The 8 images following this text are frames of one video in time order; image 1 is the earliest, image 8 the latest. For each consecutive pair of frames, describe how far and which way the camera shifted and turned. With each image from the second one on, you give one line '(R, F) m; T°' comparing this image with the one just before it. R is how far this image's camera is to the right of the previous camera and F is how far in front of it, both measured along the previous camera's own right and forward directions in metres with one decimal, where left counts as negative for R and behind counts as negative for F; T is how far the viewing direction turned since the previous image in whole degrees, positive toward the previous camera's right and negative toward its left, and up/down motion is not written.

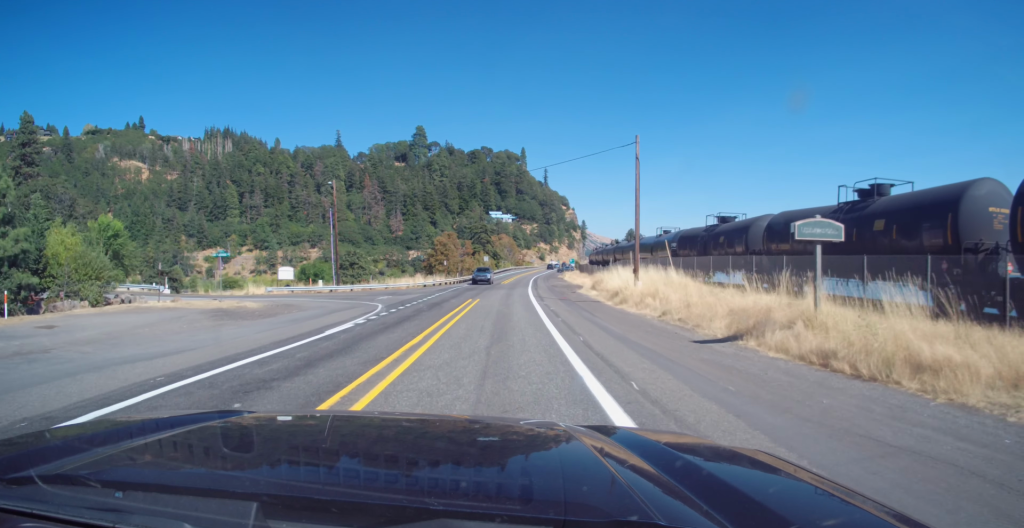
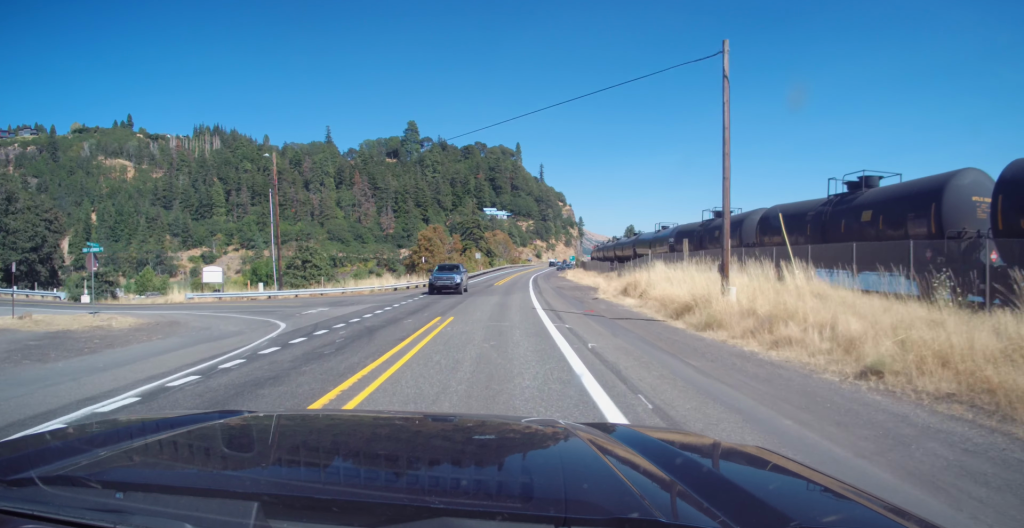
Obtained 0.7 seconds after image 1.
(0.0, +14.5) m; +1°
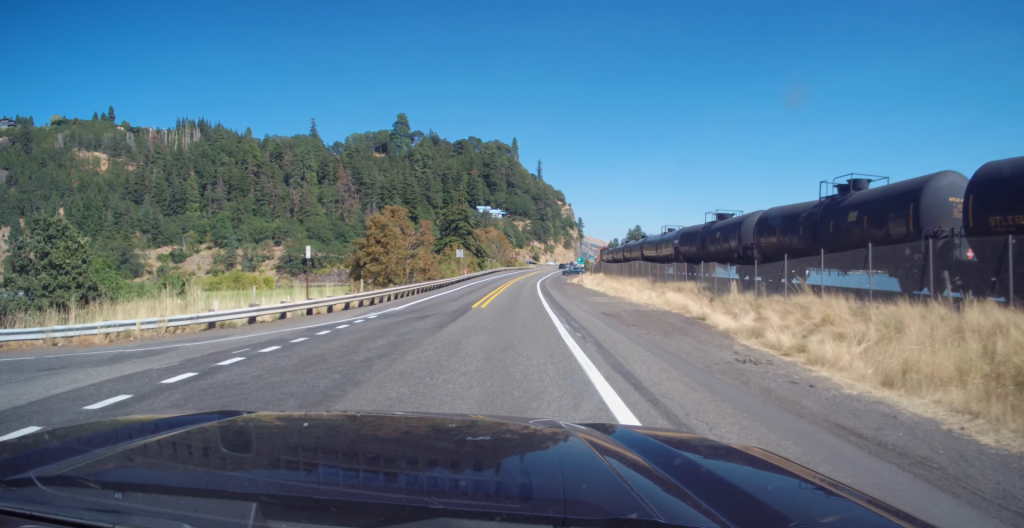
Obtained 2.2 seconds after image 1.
(+0.7, +31.2) m; +2°
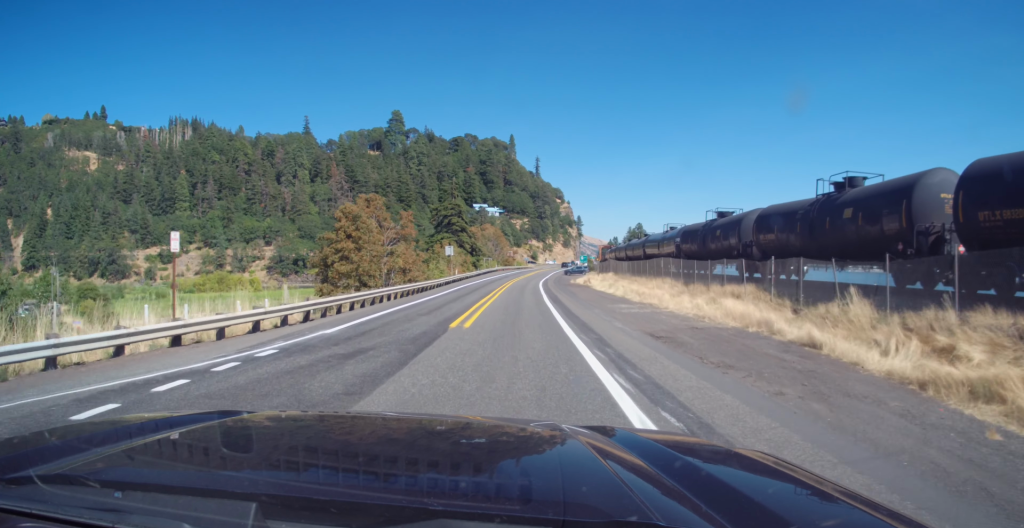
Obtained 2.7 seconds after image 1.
(0.0, +10.2) m; 0°
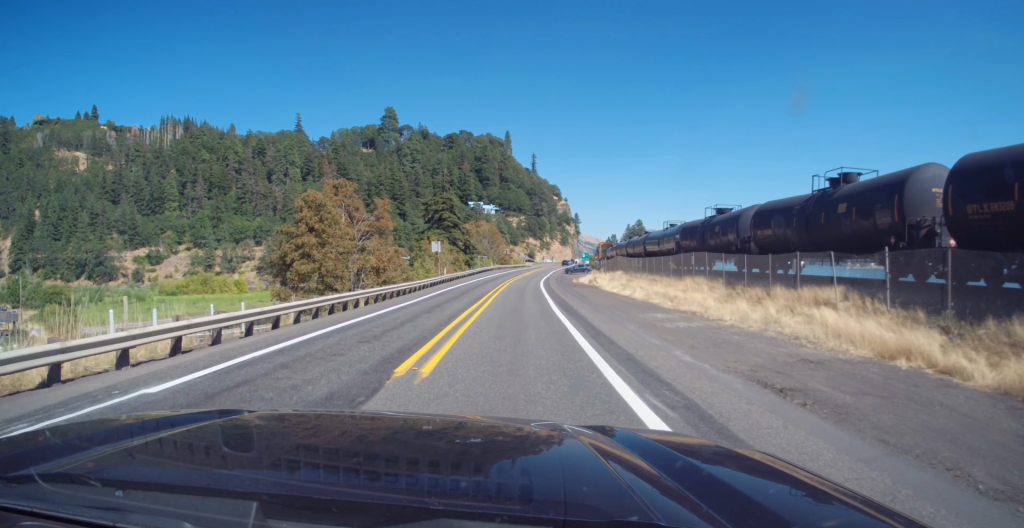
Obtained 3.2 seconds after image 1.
(0.0, +9.2) m; 0°
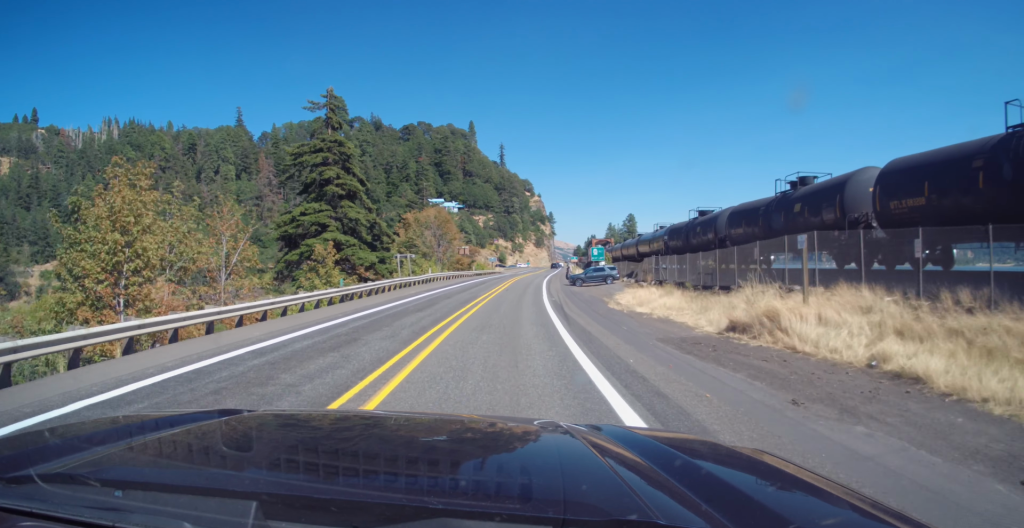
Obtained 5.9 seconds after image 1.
(+0.2, +53.4) m; 0°
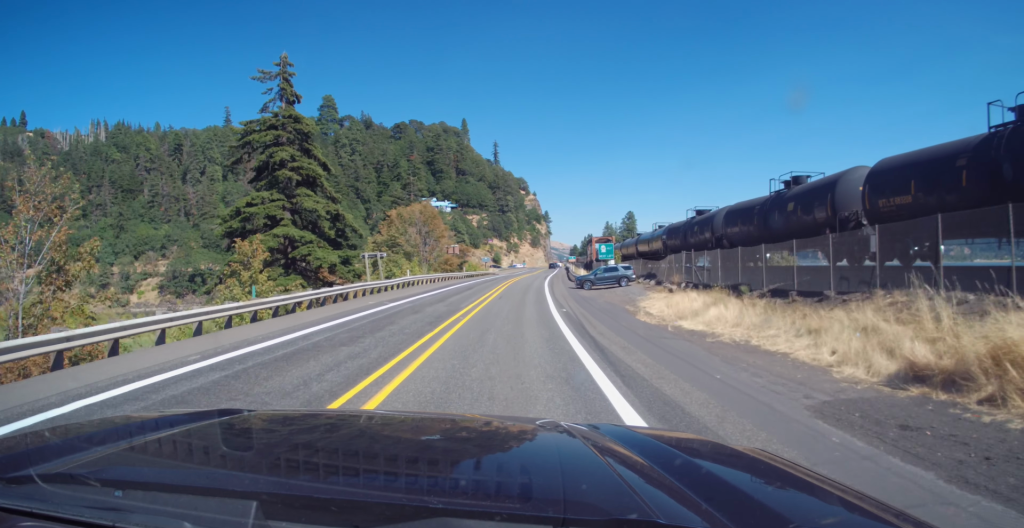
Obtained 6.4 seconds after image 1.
(0.0, +9.9) m; 0°
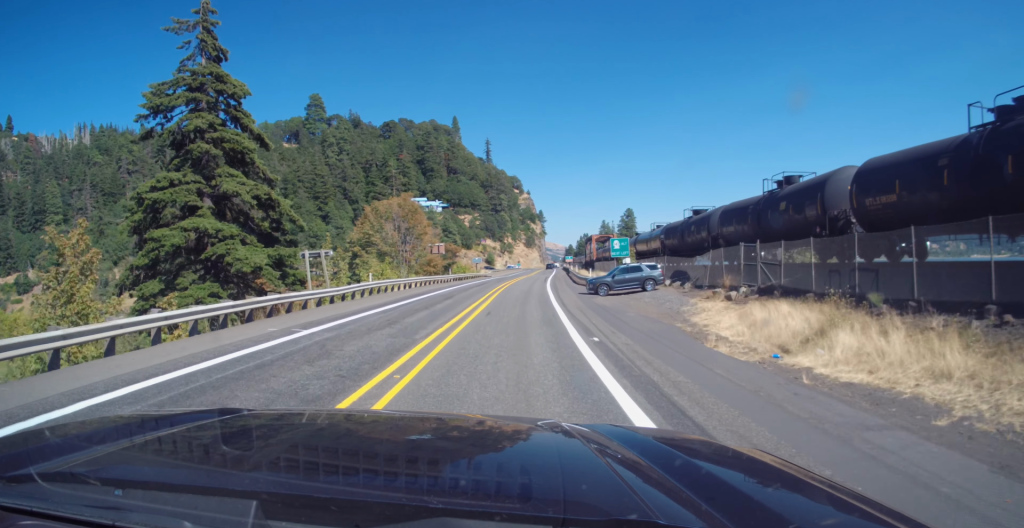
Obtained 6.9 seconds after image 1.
(0.0, +11.2) m; +1°
